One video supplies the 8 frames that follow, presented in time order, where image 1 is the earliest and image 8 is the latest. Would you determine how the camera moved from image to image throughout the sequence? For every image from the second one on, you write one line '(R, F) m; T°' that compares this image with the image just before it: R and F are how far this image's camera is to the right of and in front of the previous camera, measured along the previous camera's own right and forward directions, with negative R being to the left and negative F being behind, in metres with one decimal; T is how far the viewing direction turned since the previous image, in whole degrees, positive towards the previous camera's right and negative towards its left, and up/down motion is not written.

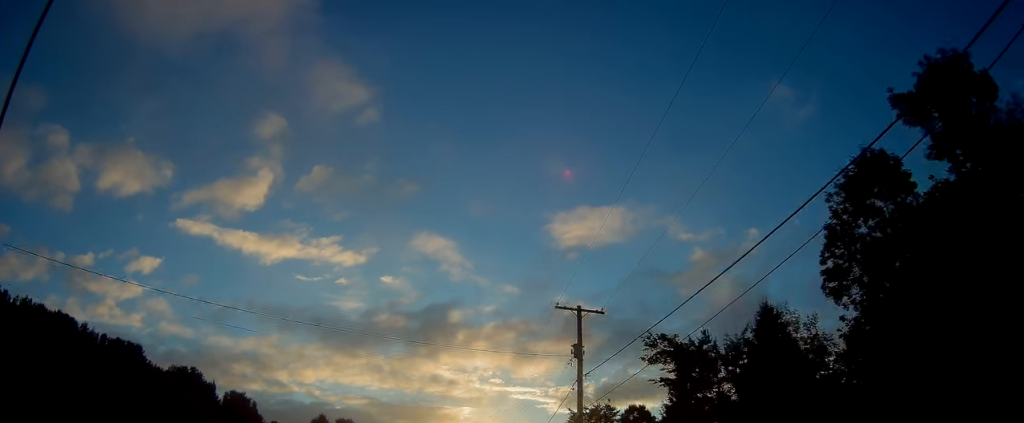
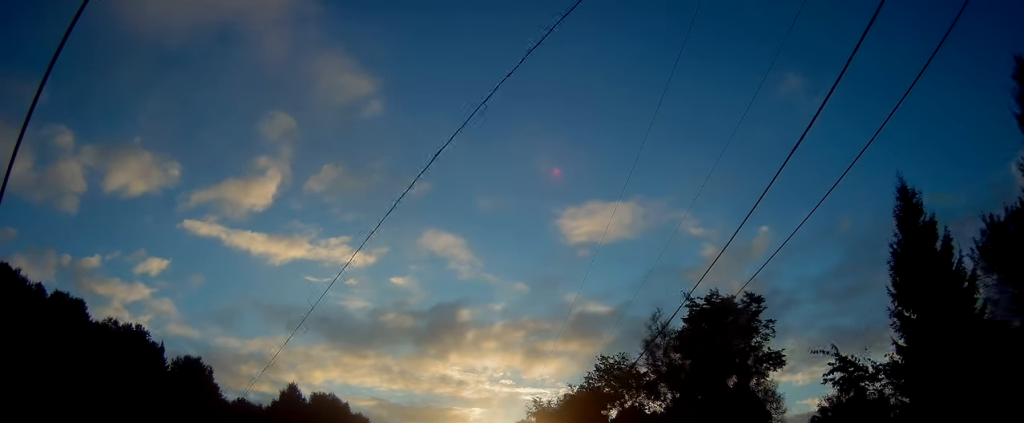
(-0.3, +28.1) m; -1°
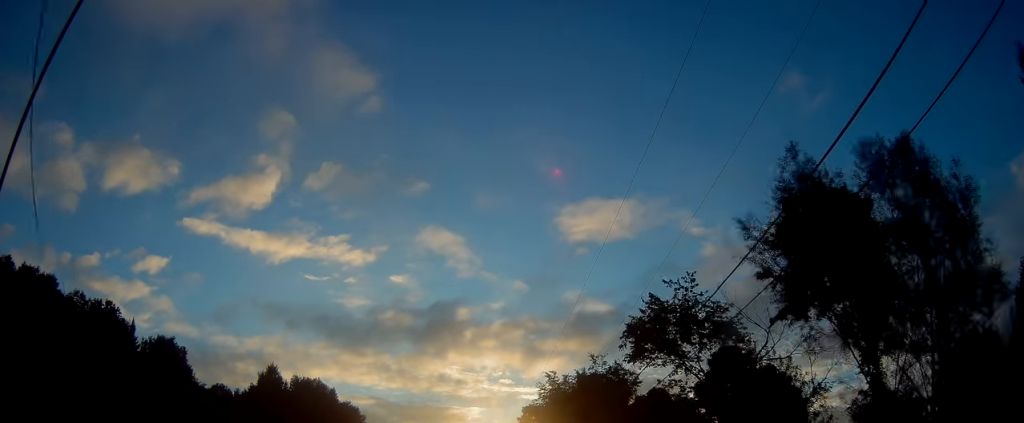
(-0.2, +10.4) m; 0°
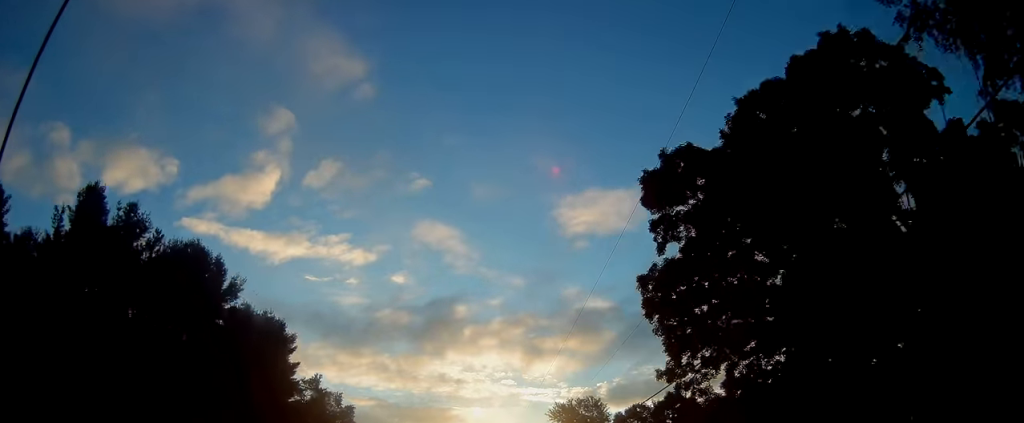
(+0.6, +47.5) m; 0°
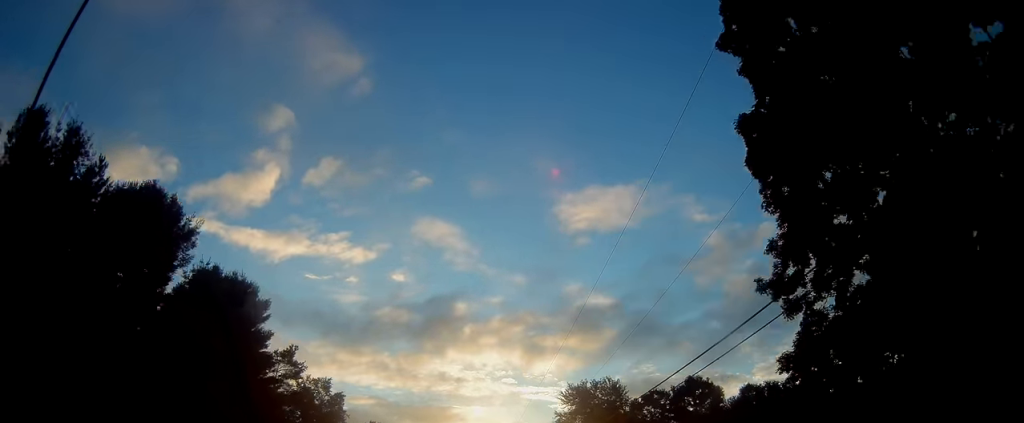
(-0.2, +9.3) m; 0°
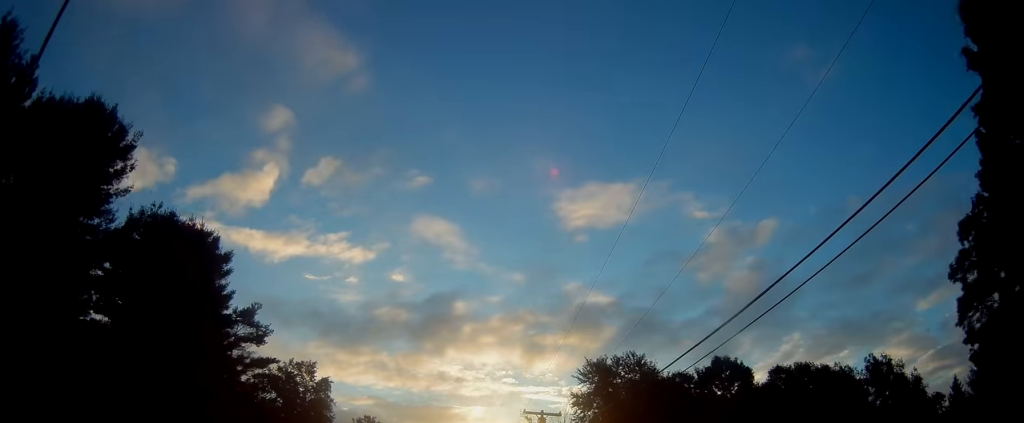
(-0.1, +9.9) m; 0°
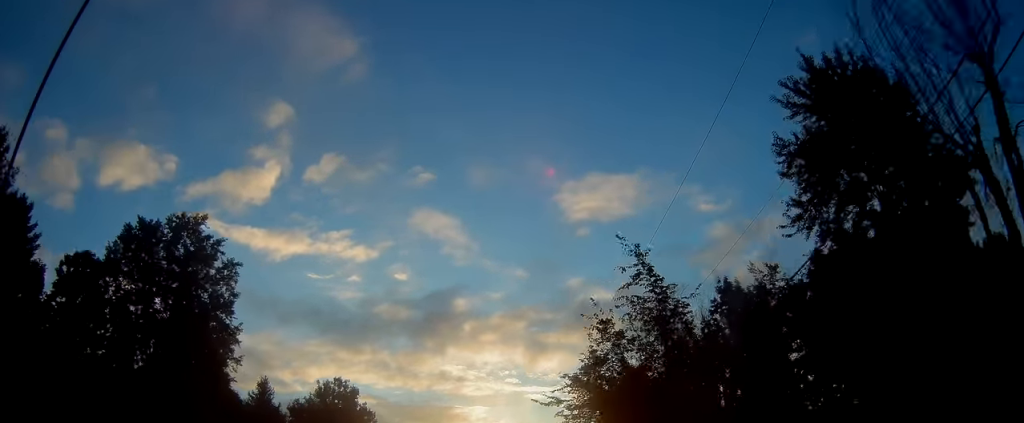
(0.0, +40.9) m; 0°
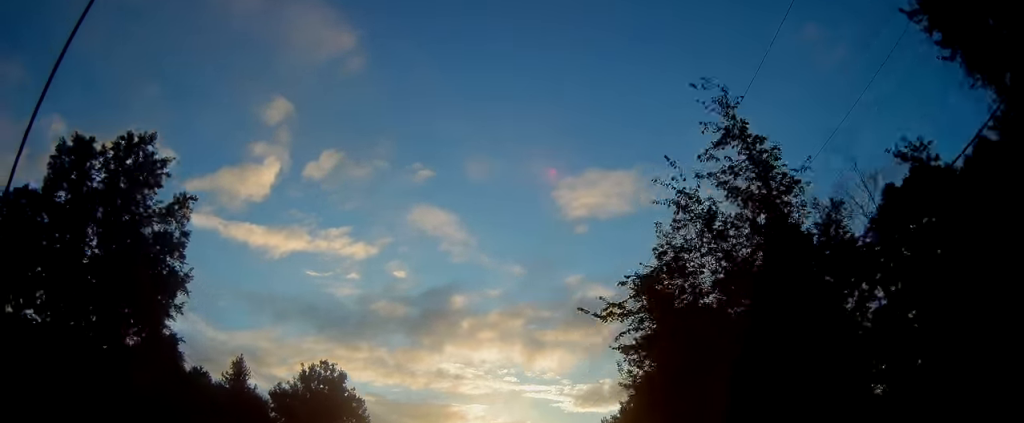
(+0.2, +10.3) m; 0°
